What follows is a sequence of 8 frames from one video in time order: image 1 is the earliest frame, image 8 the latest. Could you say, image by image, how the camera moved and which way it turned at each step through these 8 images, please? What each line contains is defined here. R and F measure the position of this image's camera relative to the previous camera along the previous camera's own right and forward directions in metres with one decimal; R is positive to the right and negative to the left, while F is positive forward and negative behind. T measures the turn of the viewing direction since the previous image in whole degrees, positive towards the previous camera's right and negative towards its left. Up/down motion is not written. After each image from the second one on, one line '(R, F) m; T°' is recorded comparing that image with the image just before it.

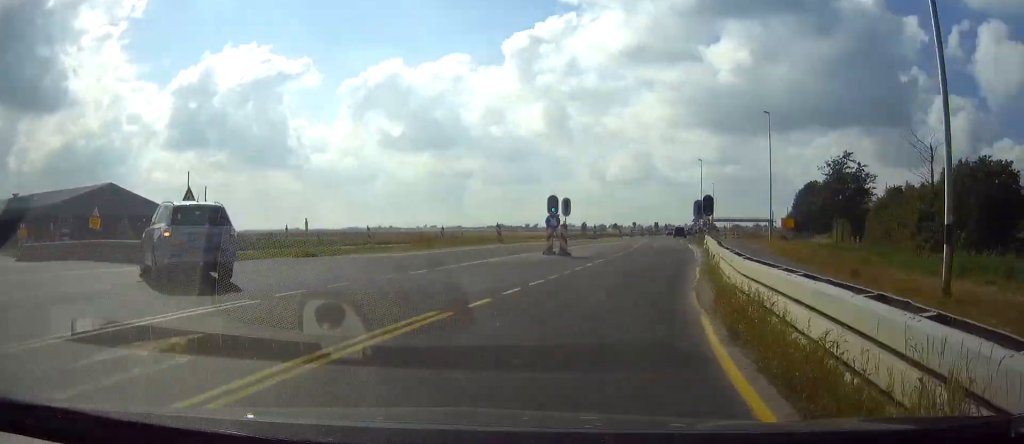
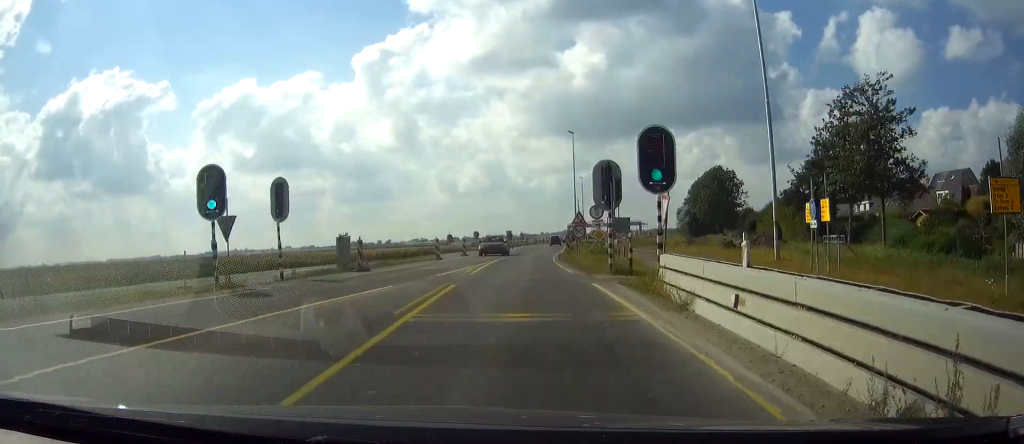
(+4.8, +35.1) m; +11°
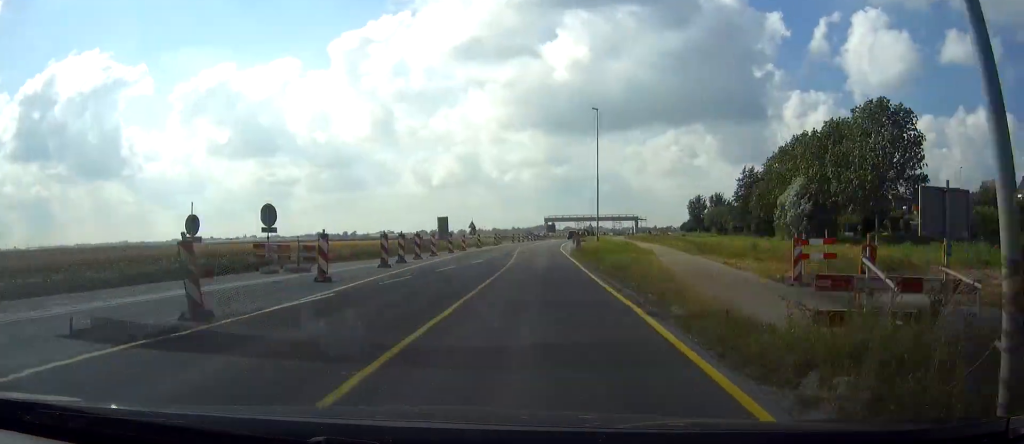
(+4.3, +63.5) m; +5°
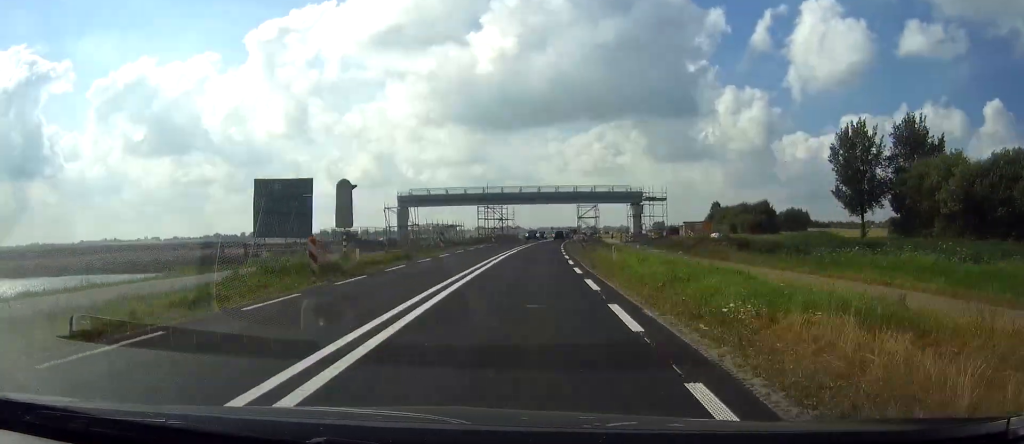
(+9.1, +141.1) m; +7°
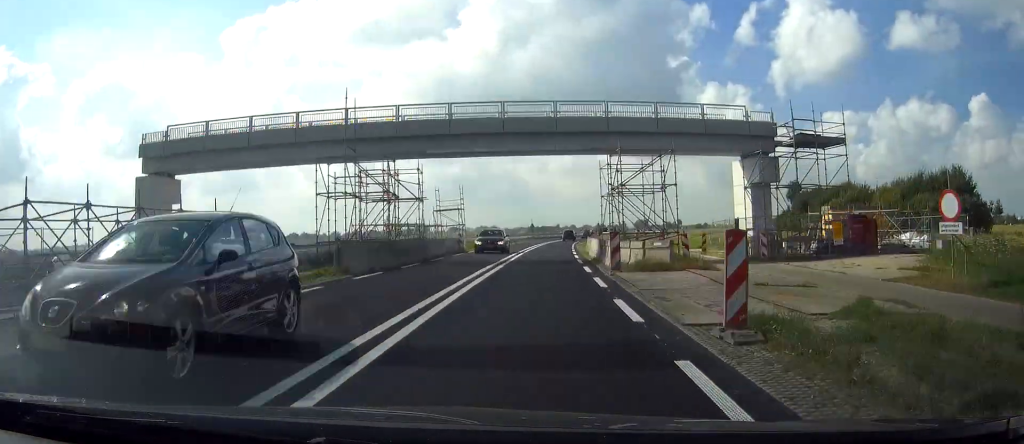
(+0.1, +58.6) m; +3°
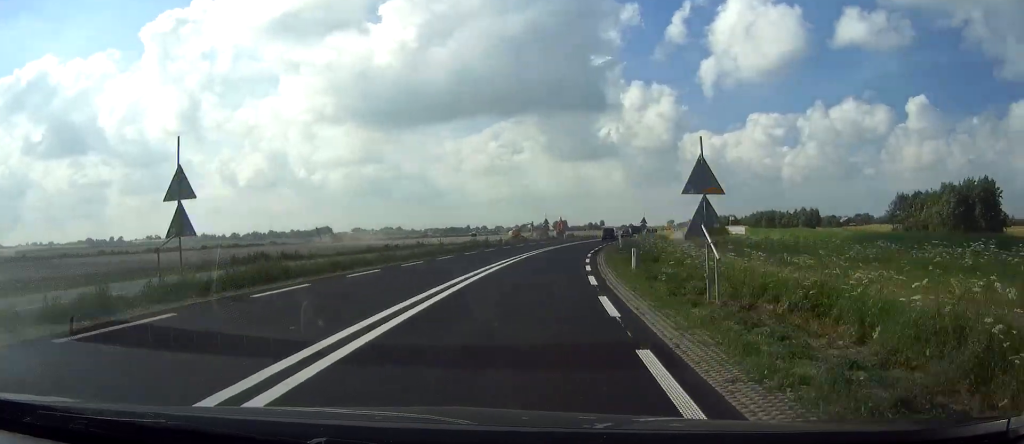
(+5.3, +94.8) m; +9°
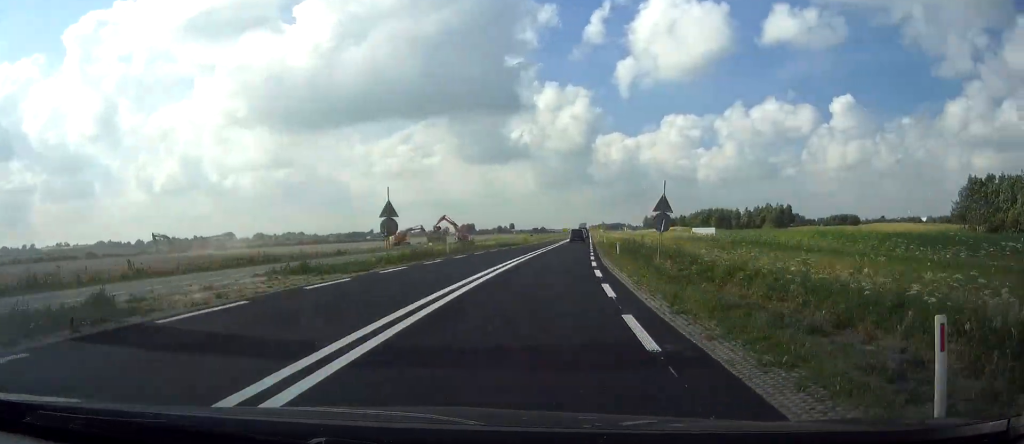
(+4.6, +50.8) m; +4°
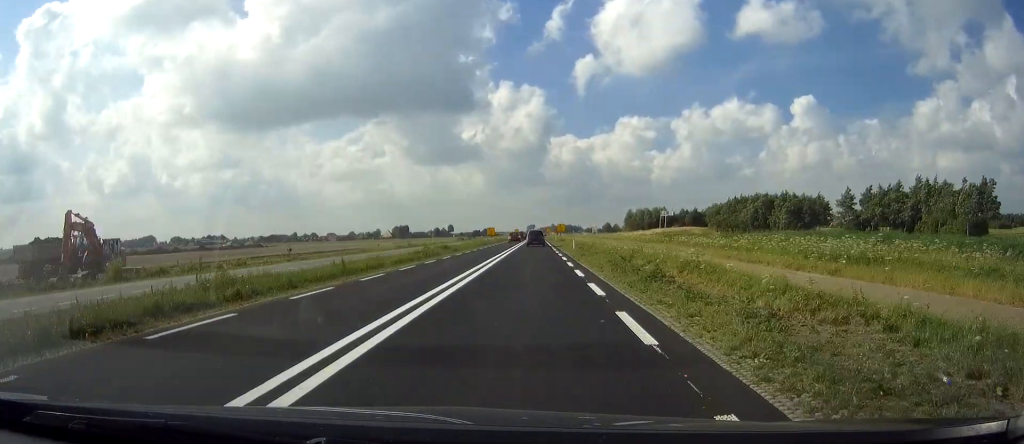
(+7.8, +120.3) m; +4°
